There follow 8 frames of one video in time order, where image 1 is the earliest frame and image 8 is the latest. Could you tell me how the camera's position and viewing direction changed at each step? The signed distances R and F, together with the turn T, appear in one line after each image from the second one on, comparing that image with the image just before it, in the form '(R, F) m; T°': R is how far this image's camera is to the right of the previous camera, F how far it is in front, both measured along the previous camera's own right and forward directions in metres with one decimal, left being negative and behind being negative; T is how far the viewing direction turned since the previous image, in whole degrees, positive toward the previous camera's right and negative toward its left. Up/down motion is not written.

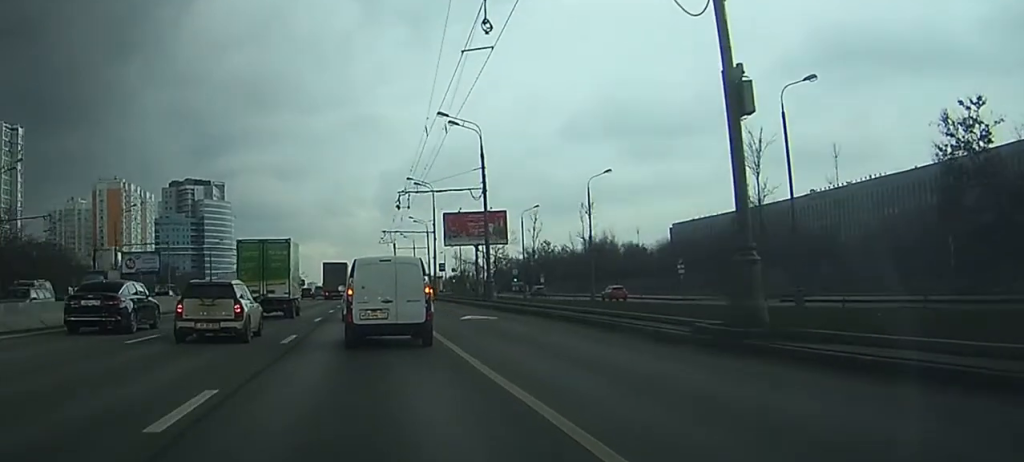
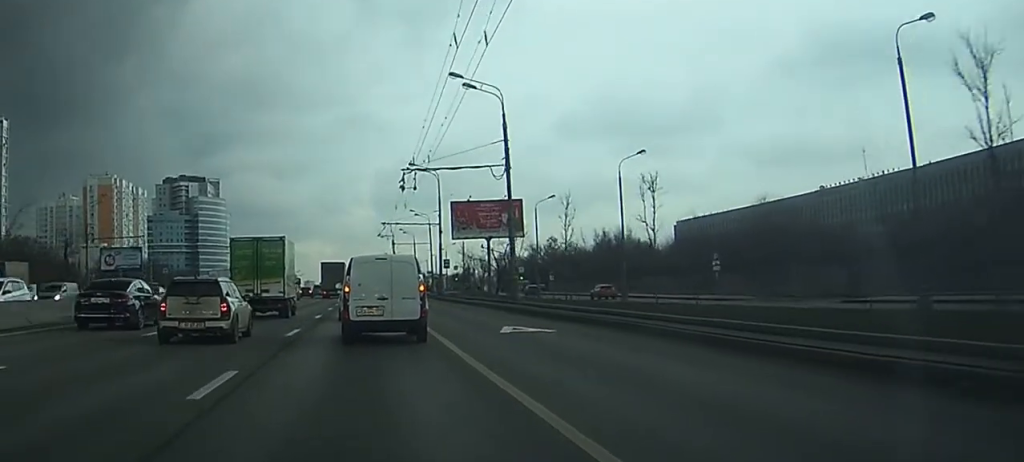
(-0.1, +10.1) m; 0°
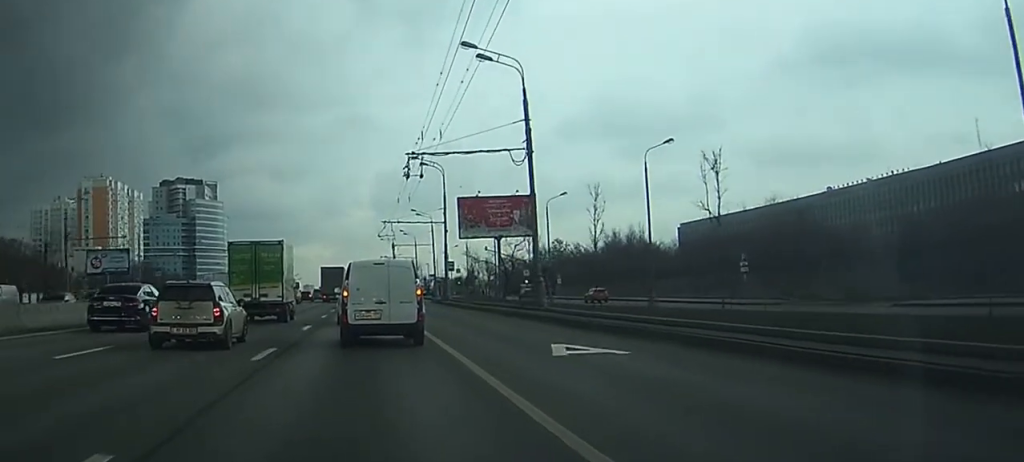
(0.0, +6.5) m; 0°
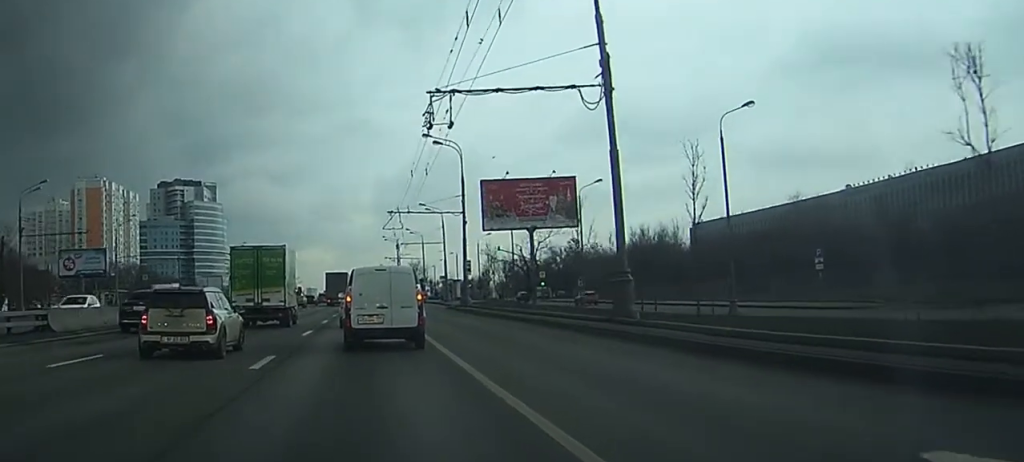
(+0.1, +12.8) m; 0°
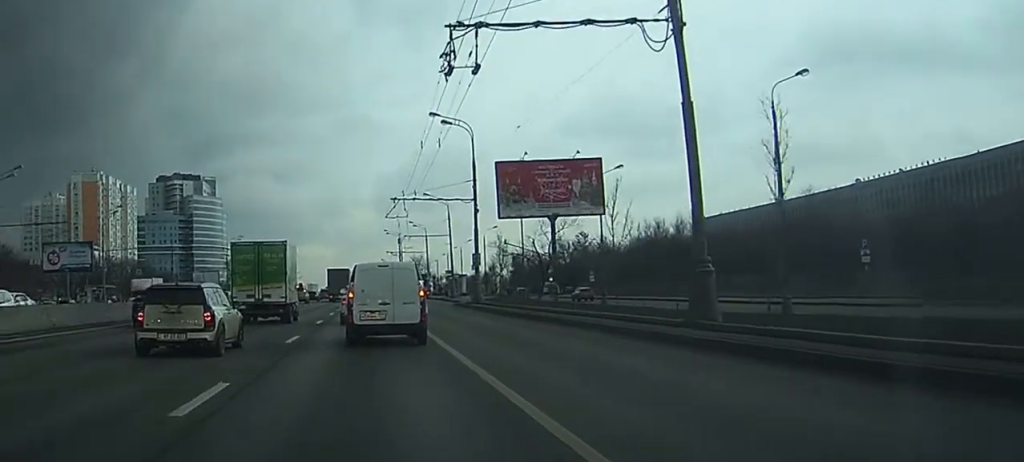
(0.0, +6.0) m; 0°
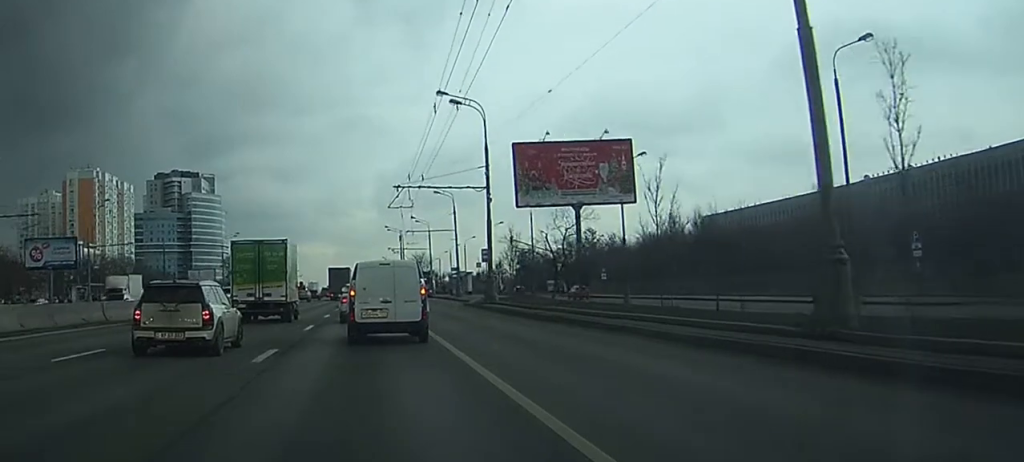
(0.0, +5.6) m; 0°
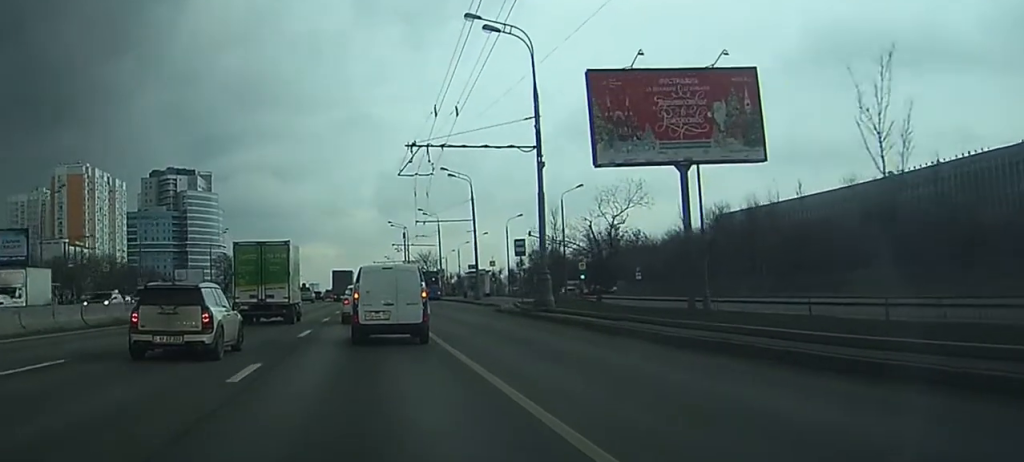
(0.0, +14.7) m; 0°
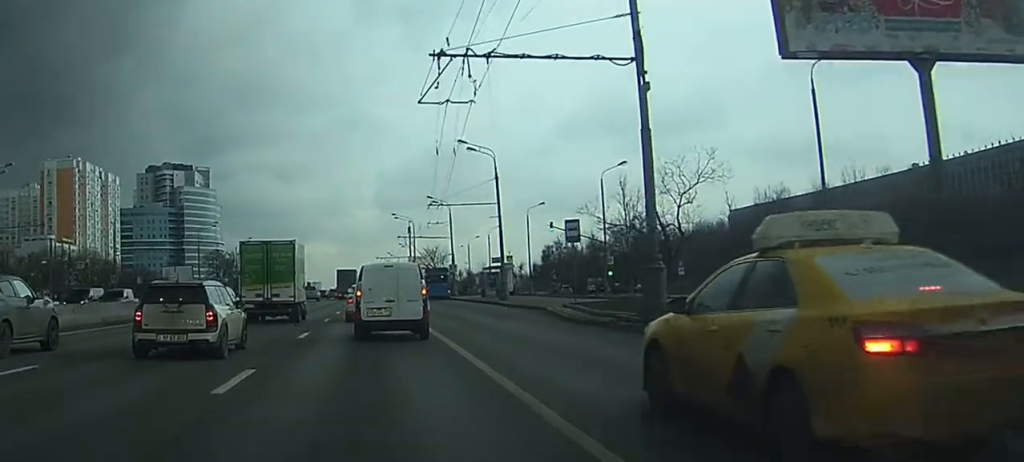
(+0.1, +13.7) m; +1°
